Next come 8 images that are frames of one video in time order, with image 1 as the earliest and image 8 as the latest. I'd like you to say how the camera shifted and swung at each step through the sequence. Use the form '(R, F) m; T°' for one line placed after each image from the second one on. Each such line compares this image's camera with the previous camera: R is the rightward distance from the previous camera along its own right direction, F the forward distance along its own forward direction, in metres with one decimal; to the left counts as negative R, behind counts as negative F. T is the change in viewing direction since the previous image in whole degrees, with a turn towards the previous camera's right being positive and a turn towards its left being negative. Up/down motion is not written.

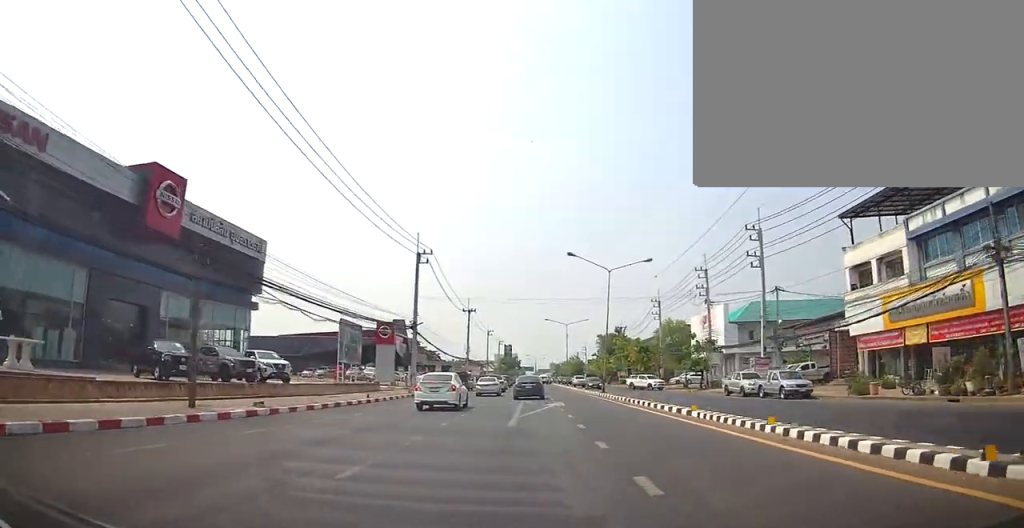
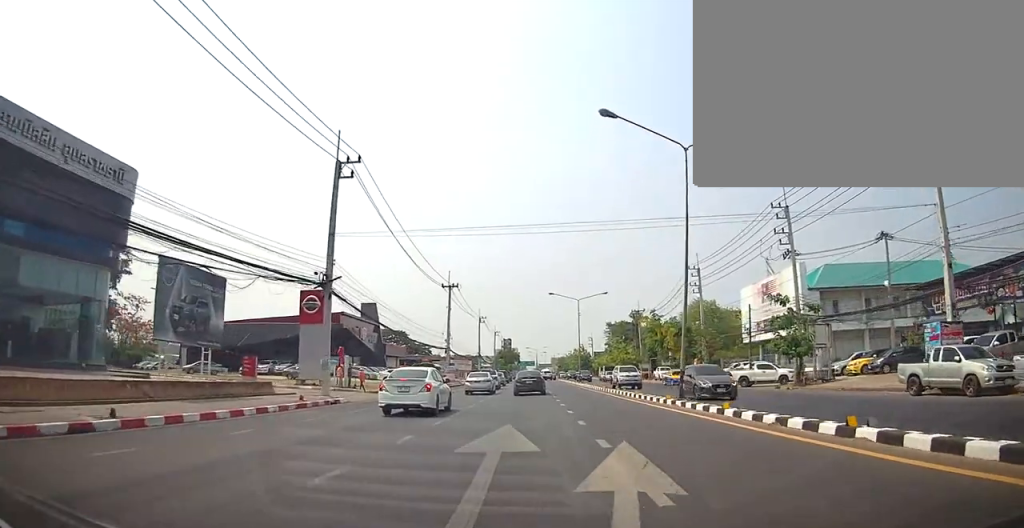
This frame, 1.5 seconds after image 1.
(-0.3, +20.9) m; +1°
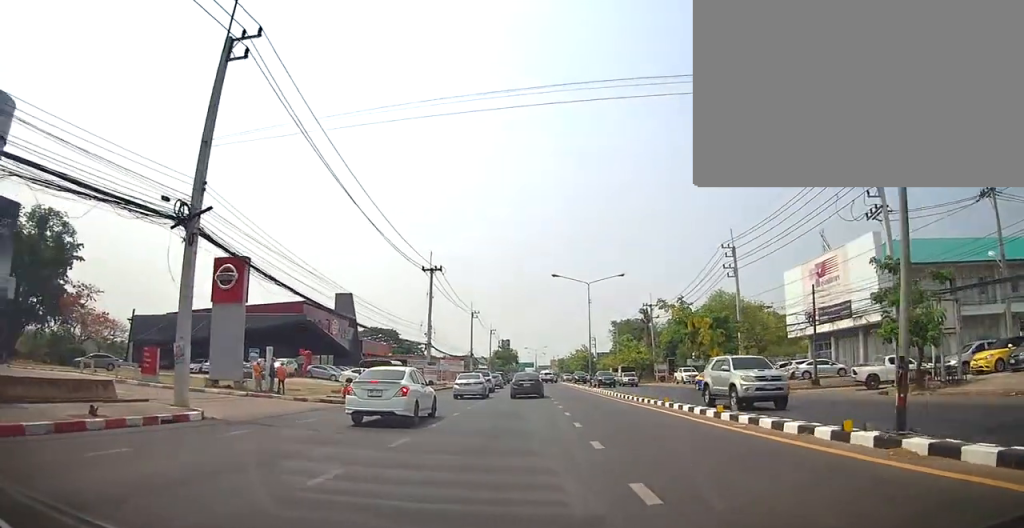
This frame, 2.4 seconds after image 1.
(+0.6, +12.1) m; +3°
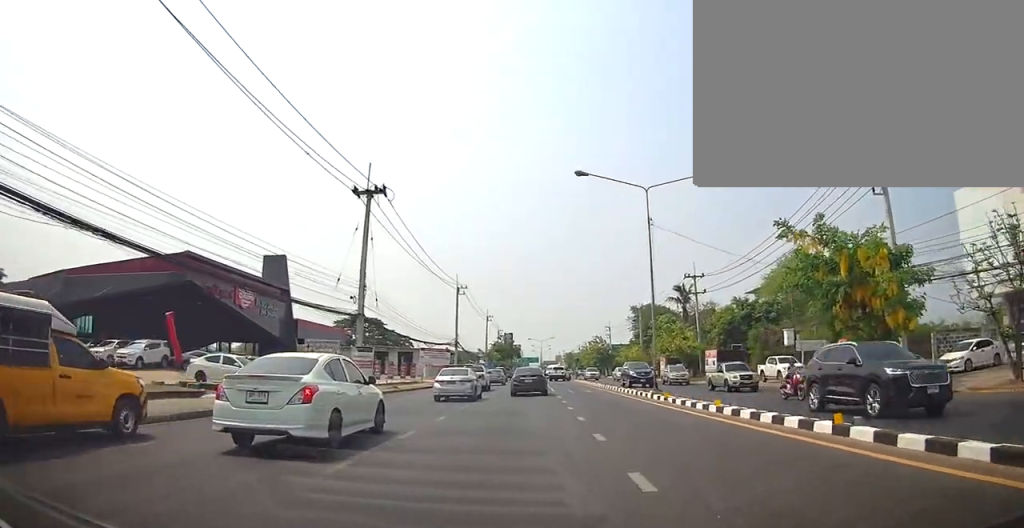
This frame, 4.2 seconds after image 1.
(-0.2, +24.4) m; -4°
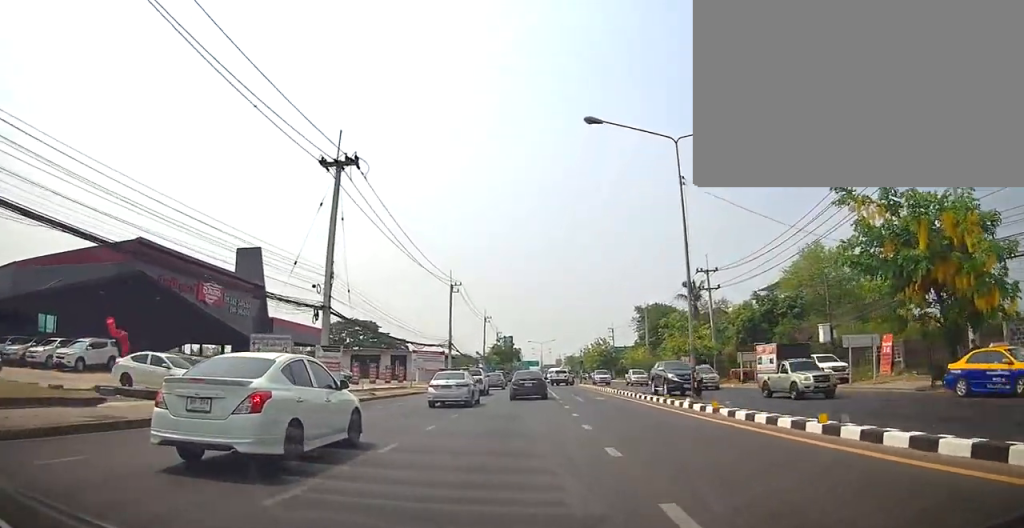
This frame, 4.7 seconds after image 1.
(-0.2, +5.8) m; -1°
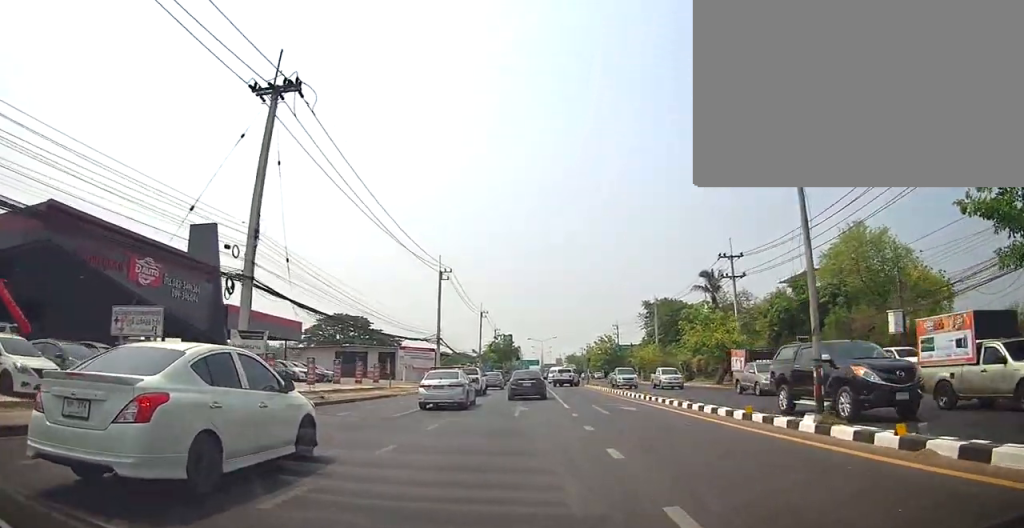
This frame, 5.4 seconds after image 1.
(-0.5, +8.6) m; 0°
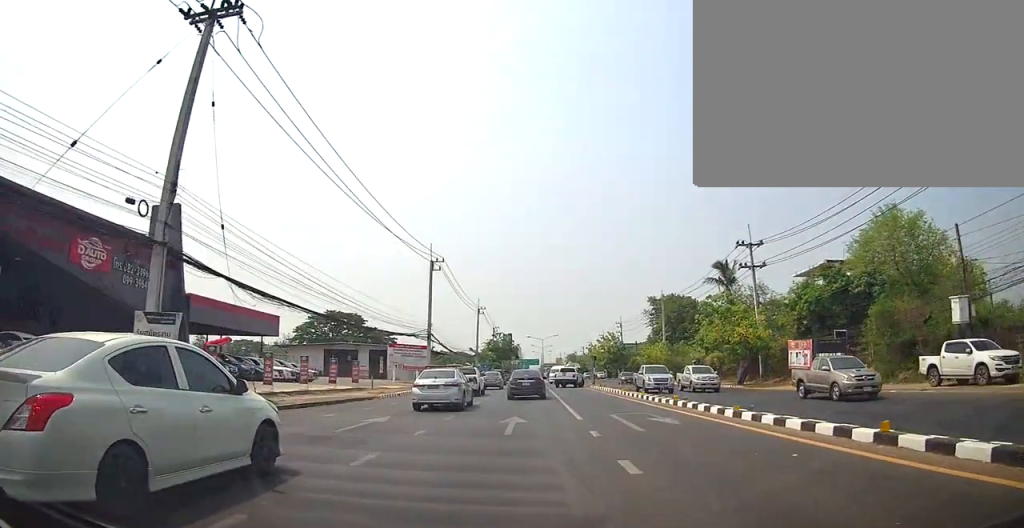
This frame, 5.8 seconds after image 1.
(+0.3, +5.8) m; 0°
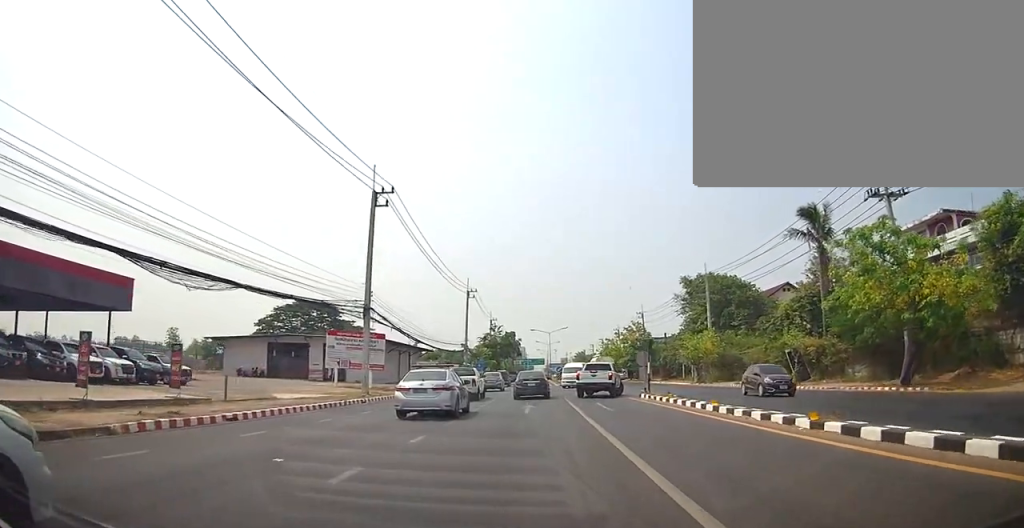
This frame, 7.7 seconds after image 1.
(-0.4, +22.6) m; 0°
